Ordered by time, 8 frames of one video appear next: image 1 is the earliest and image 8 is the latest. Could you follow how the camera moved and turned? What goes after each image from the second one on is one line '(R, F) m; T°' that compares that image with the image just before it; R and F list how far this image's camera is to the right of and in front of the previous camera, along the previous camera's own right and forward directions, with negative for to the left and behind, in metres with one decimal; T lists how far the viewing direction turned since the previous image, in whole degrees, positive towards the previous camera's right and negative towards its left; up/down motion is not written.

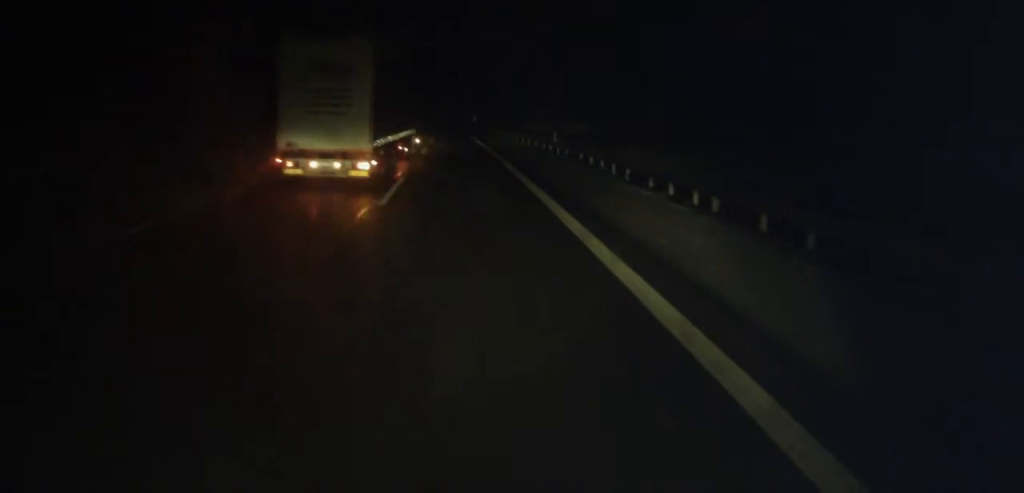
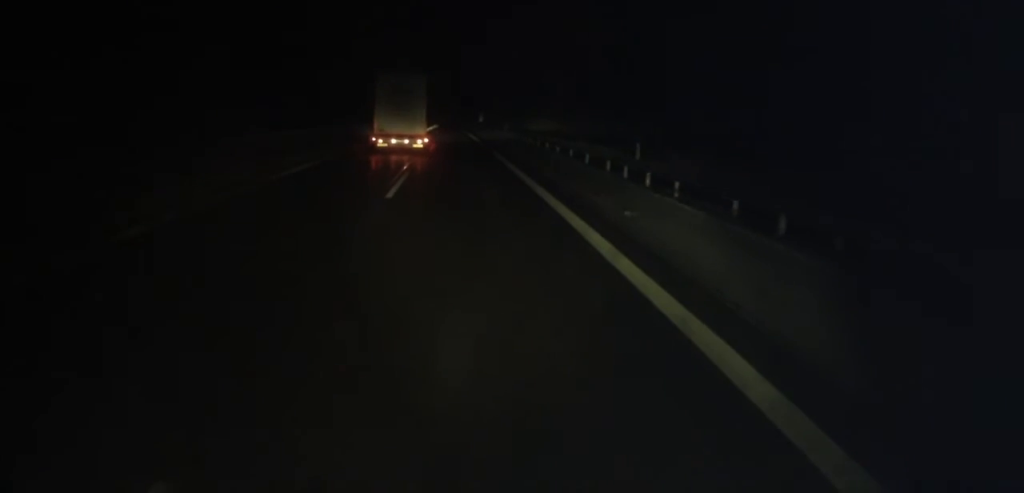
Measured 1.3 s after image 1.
(+0.3, +17.1) m; +1°
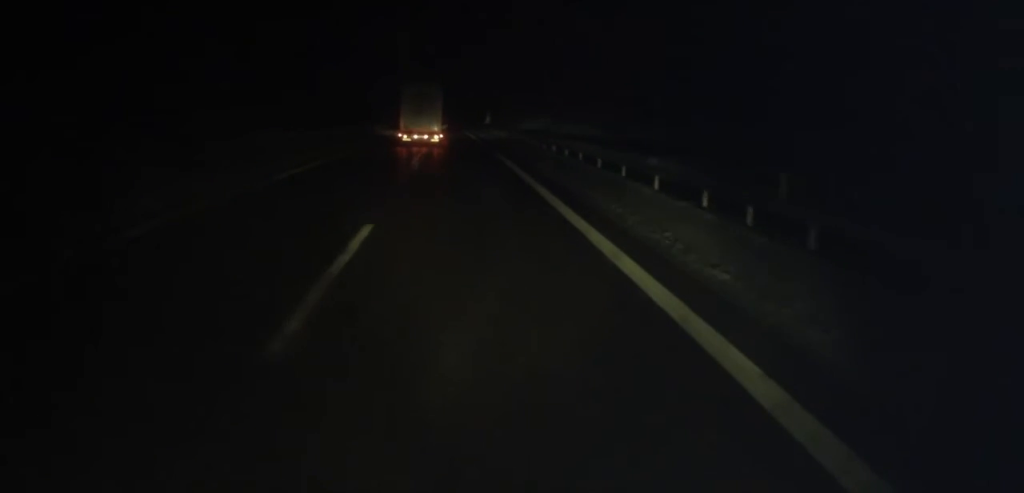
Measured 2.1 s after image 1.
(-0.1, +9.8) m; -1°
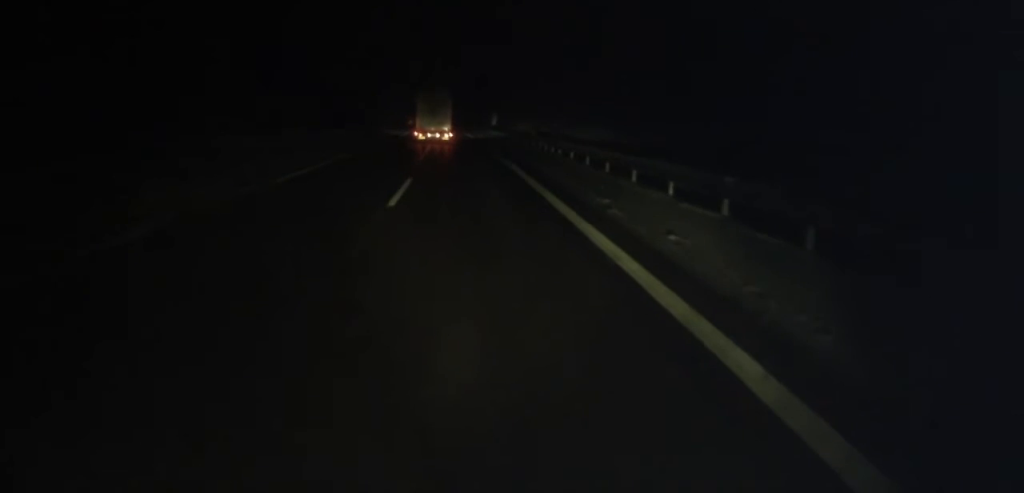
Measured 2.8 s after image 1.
(-0.1, +8.9) m; -1°
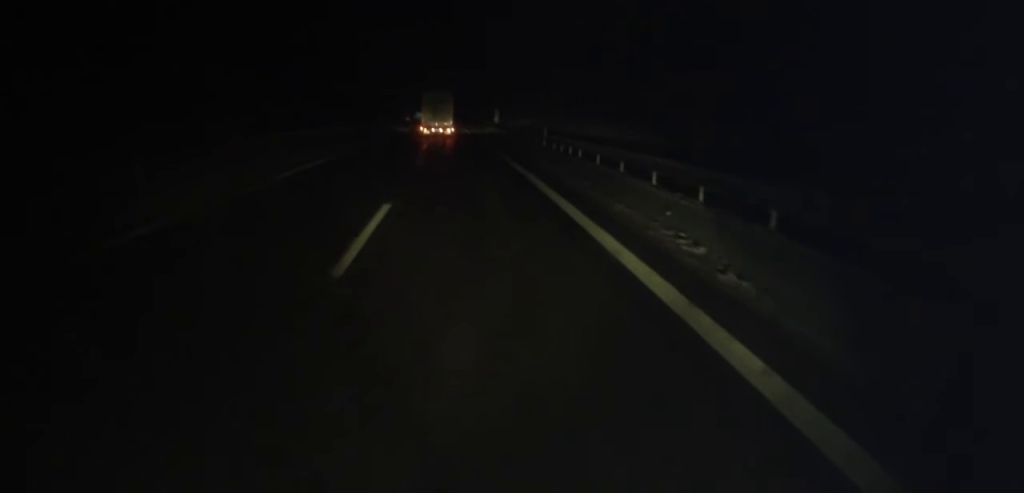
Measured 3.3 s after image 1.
(0.0, +6.4) m; 0°
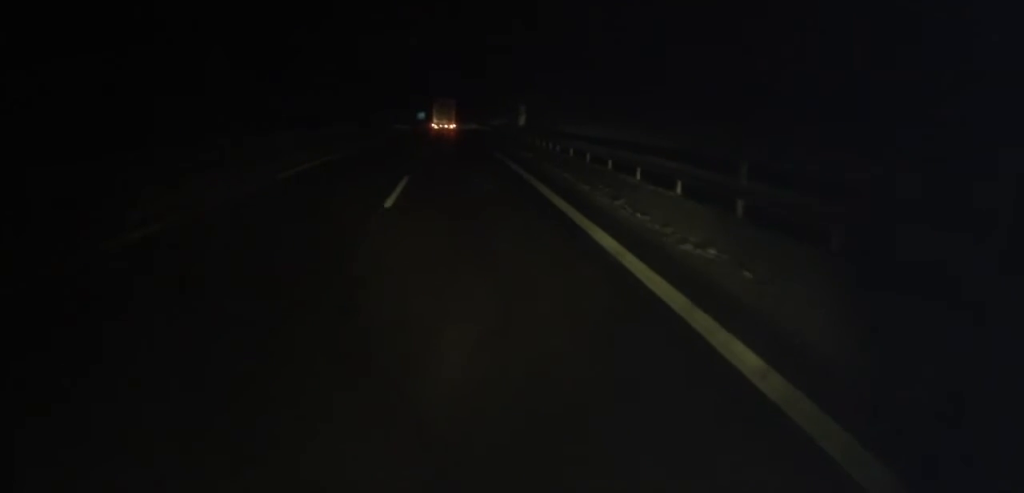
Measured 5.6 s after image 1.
(+0.5, +30.2) m; 0°
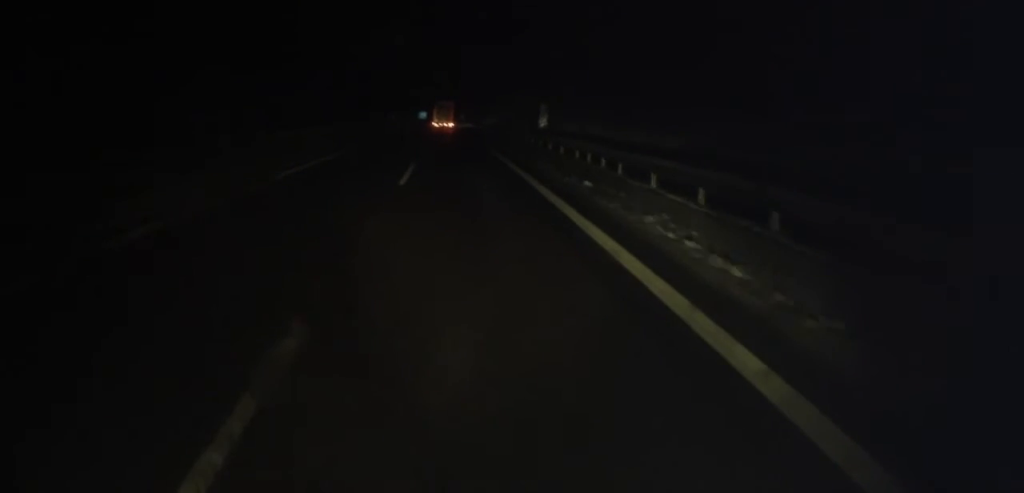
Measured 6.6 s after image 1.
(-0.2, +13.9) m; 0°
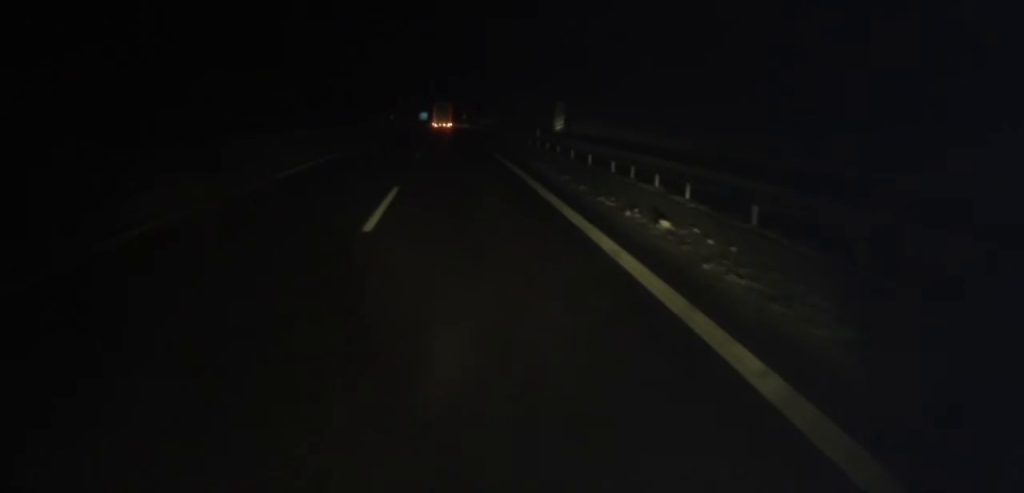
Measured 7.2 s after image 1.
(0.0, +7.2) m; +1°
